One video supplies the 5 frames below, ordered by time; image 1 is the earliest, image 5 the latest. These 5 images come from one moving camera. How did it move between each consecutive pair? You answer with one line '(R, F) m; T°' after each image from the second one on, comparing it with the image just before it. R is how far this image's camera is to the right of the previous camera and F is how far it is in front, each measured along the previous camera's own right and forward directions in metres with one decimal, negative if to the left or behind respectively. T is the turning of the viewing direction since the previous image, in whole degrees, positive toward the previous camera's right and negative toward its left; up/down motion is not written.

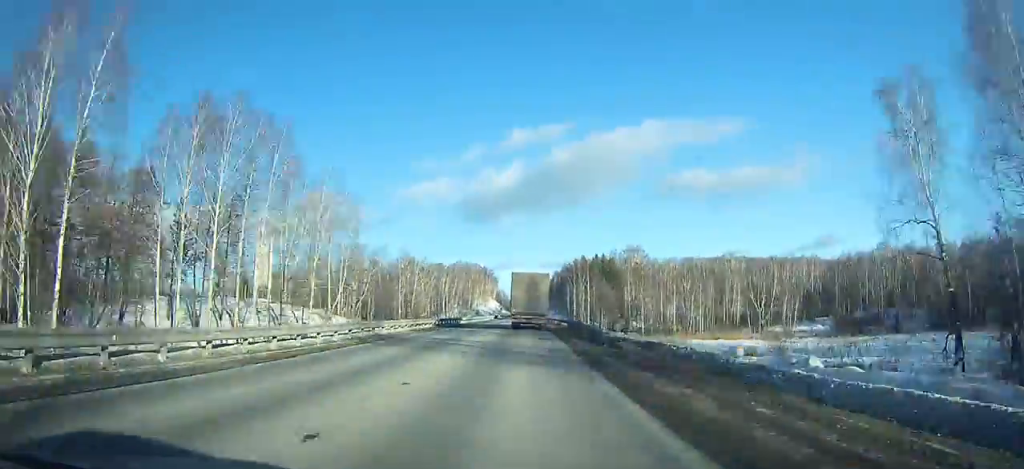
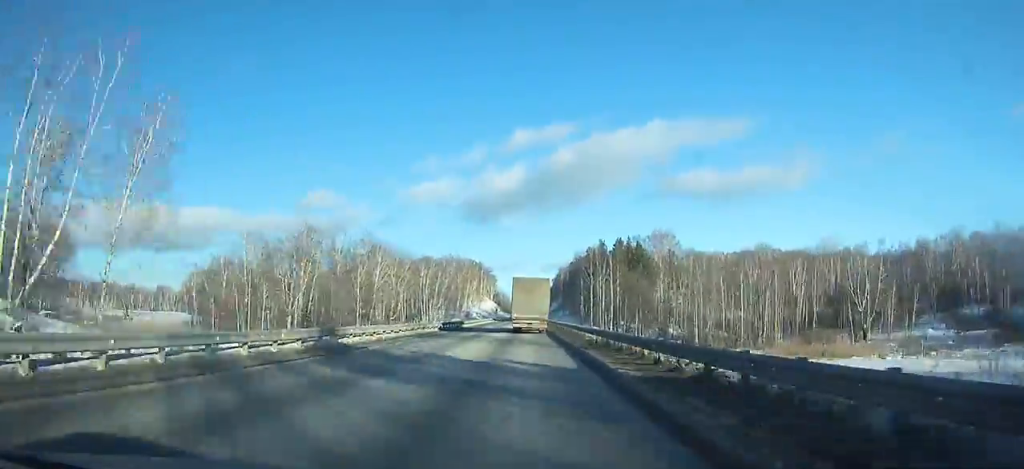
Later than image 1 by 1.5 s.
(-0.1, +36.4) m; 0°
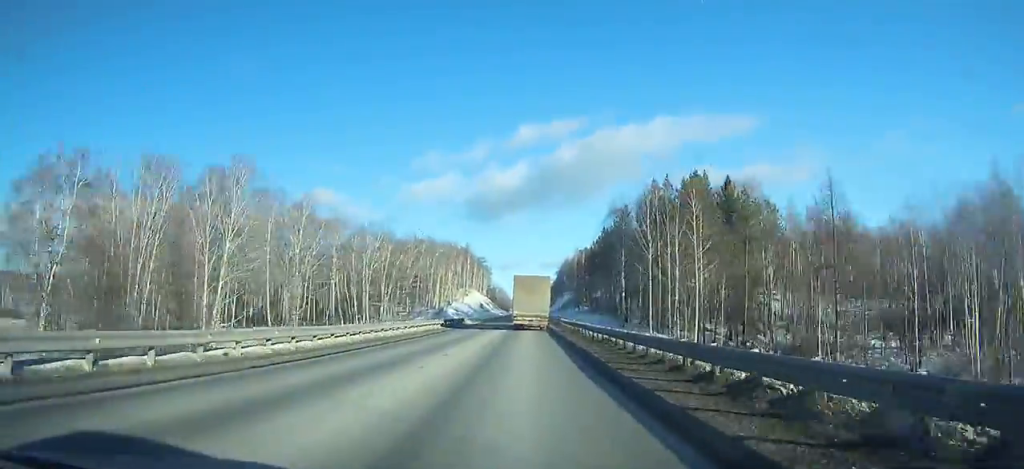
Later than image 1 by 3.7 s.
(+0.2, +53.5) m; 0°
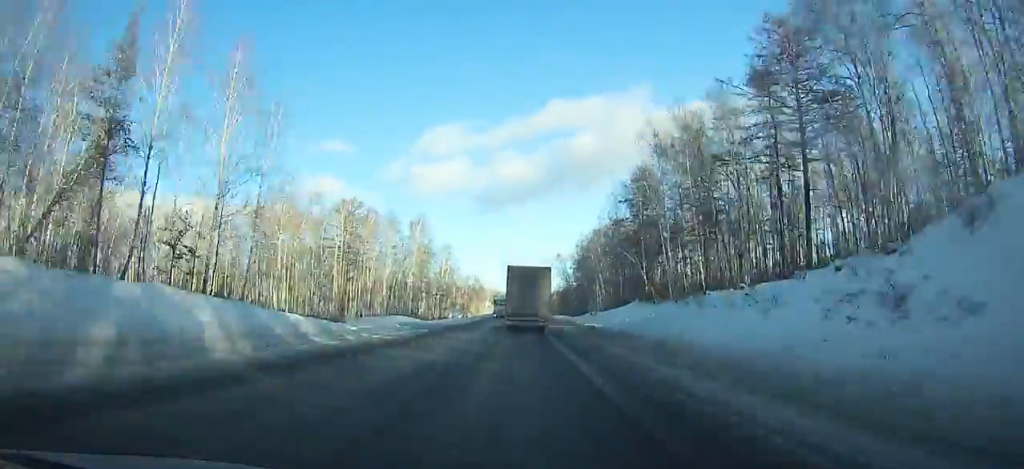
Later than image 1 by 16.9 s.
(+2.5, +315.4) m; +1°
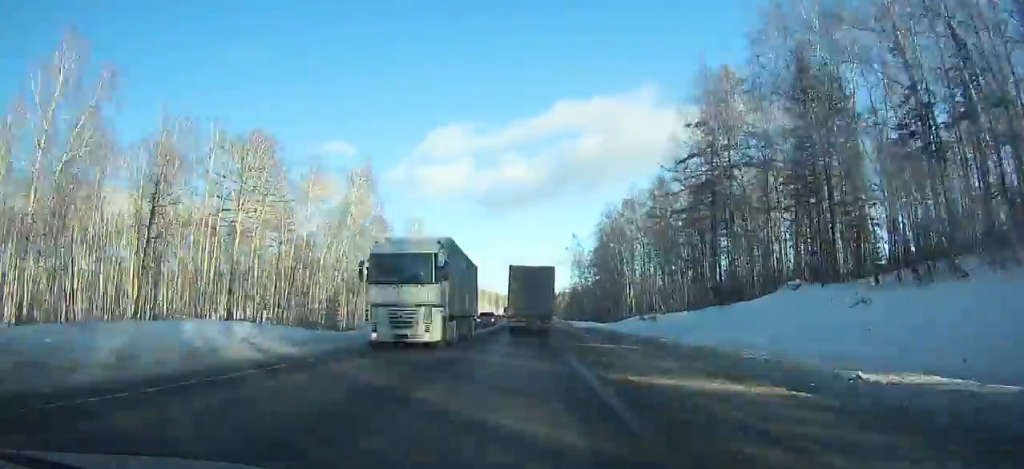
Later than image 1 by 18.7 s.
(0.0, +41.2) m; 0°
